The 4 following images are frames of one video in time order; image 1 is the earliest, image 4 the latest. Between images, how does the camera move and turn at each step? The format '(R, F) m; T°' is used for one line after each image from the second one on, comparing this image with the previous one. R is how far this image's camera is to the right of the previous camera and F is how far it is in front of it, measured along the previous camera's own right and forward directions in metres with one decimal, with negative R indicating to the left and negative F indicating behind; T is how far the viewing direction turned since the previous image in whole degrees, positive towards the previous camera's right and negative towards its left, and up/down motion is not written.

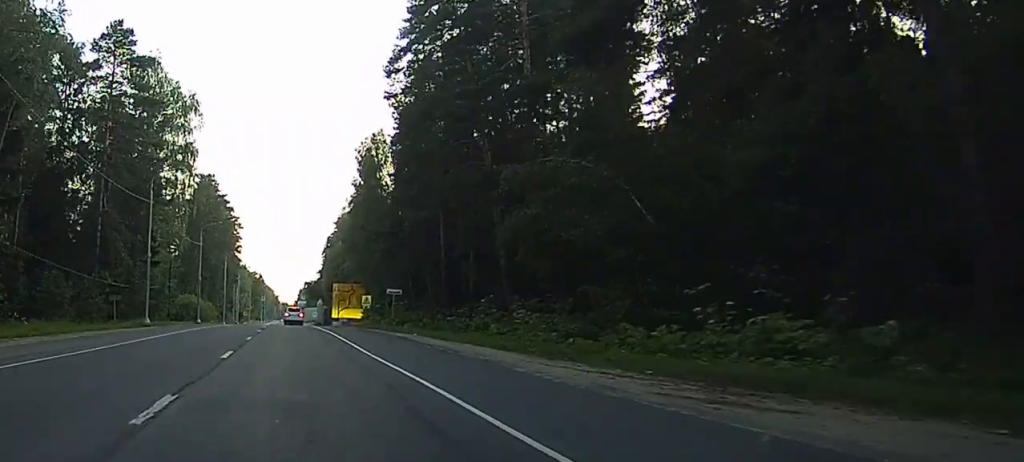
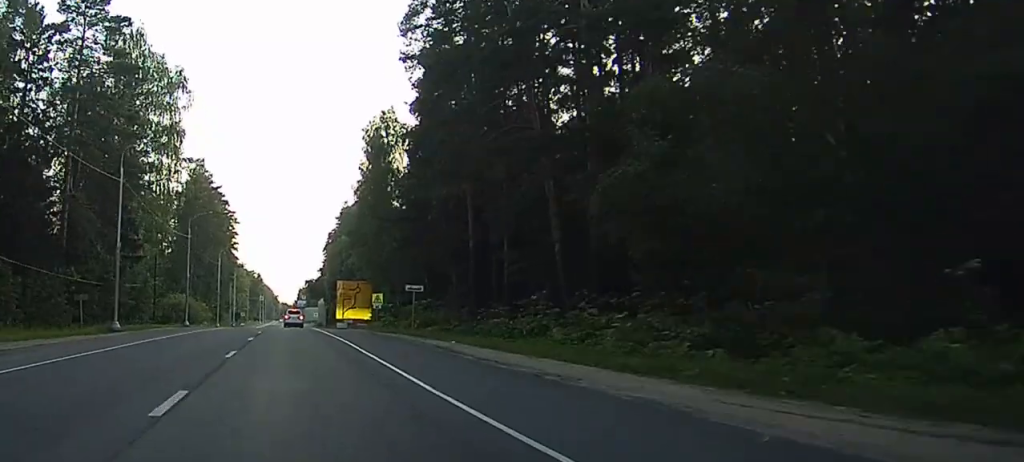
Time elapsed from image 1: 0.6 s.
(-0.1, +11.4) m; 0°
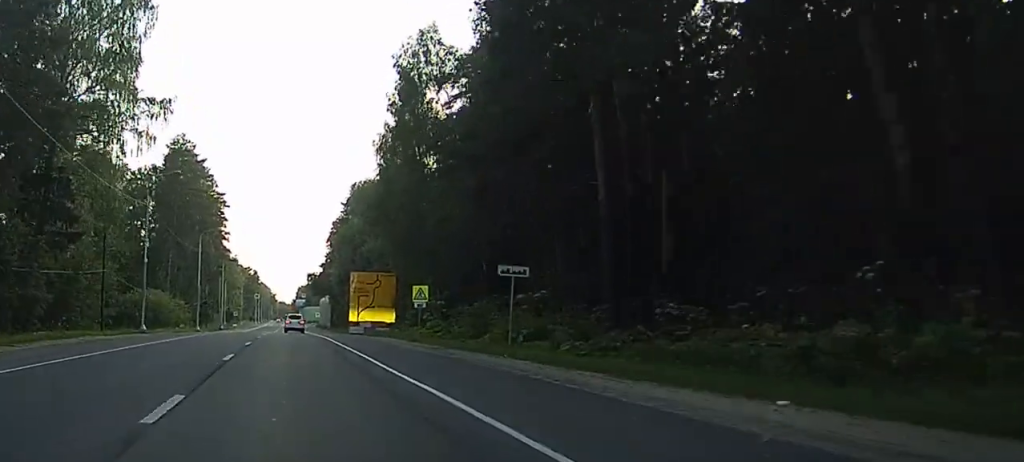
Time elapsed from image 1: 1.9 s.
(-0.1, +26.1) m; +3°
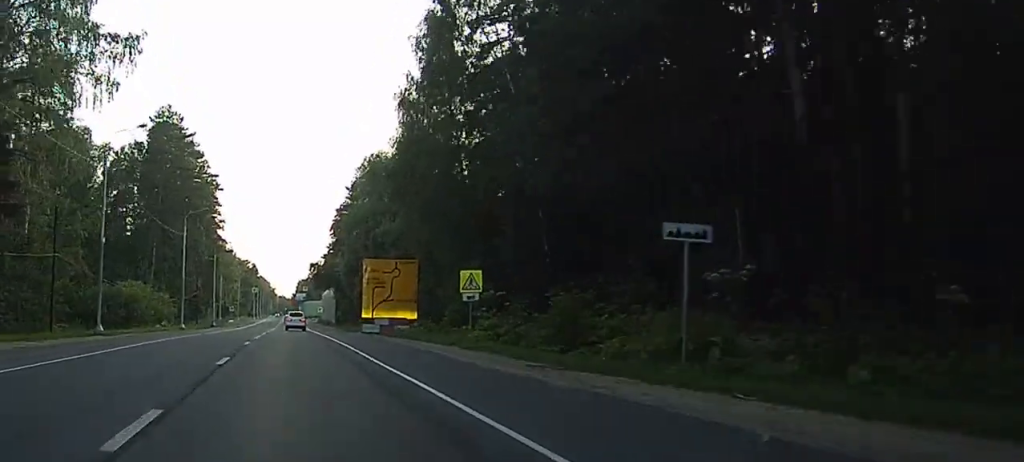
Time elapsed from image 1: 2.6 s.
(+0.8, +14.5) m; -2°
